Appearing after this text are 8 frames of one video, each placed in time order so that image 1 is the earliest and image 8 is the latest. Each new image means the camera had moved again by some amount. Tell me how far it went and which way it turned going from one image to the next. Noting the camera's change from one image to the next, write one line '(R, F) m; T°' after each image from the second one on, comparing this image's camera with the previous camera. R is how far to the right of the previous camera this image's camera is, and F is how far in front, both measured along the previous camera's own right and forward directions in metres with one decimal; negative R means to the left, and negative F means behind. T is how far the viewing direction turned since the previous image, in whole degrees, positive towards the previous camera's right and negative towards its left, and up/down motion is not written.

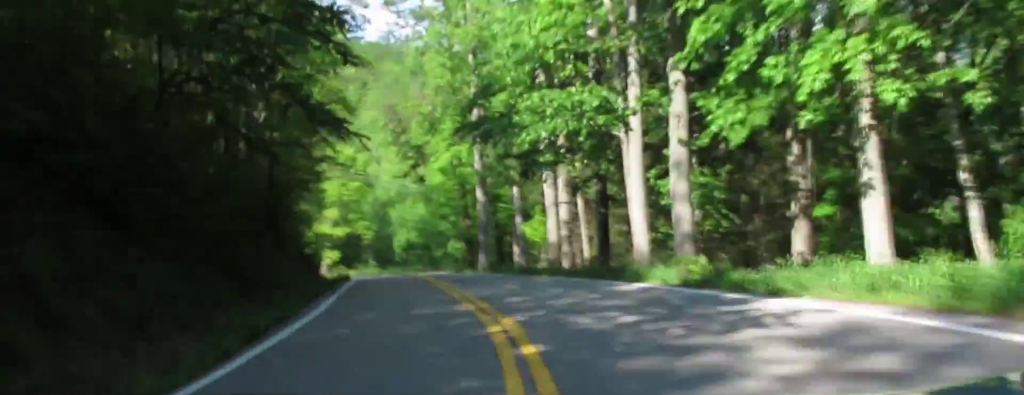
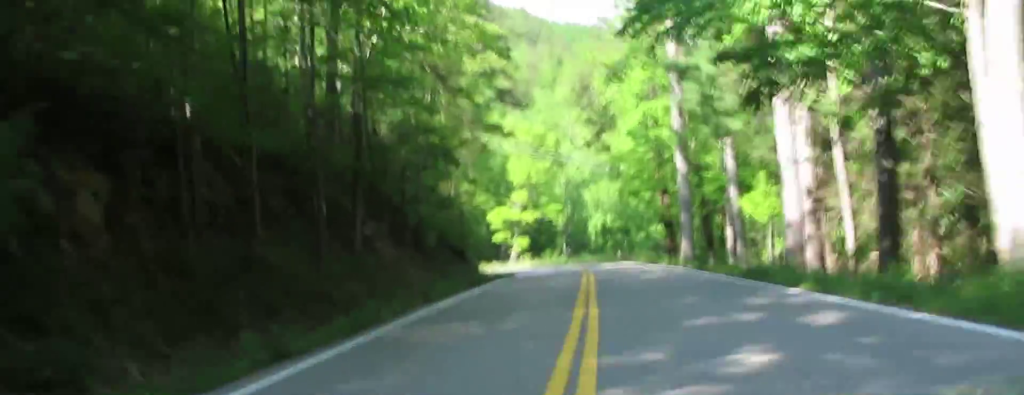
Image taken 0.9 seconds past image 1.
(-1.1, +20.6) m; -4°
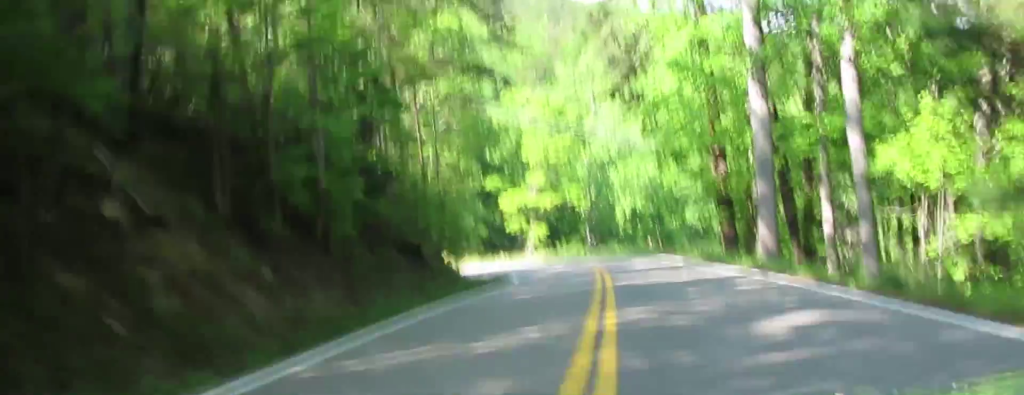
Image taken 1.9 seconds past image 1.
(-0.5, +22.6) m; -1°
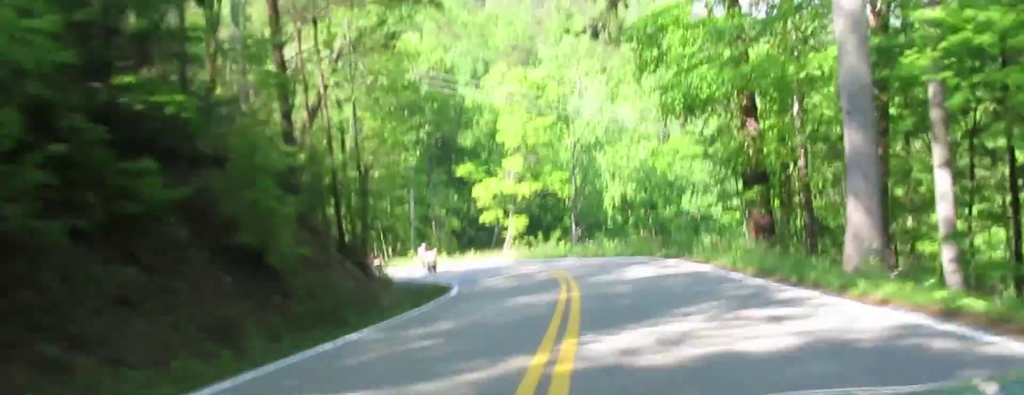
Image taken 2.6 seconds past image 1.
(0.0, +13.9) m; -2°
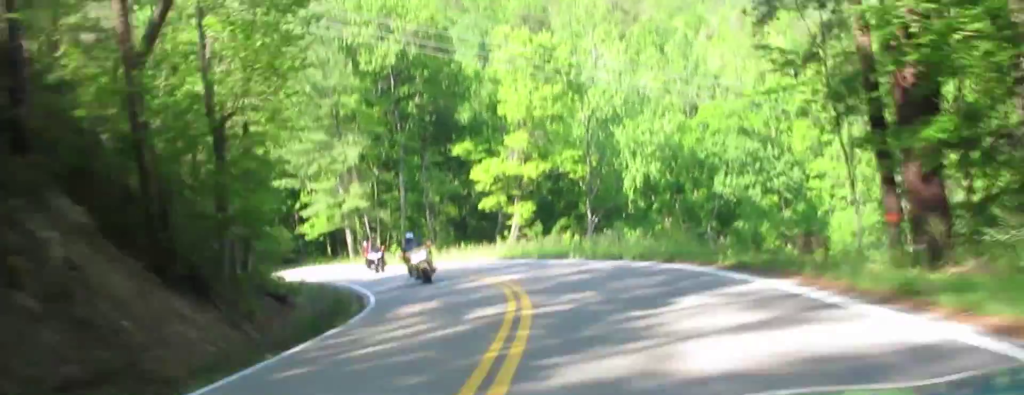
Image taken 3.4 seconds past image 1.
(-0.3, +14.8) m; -5°
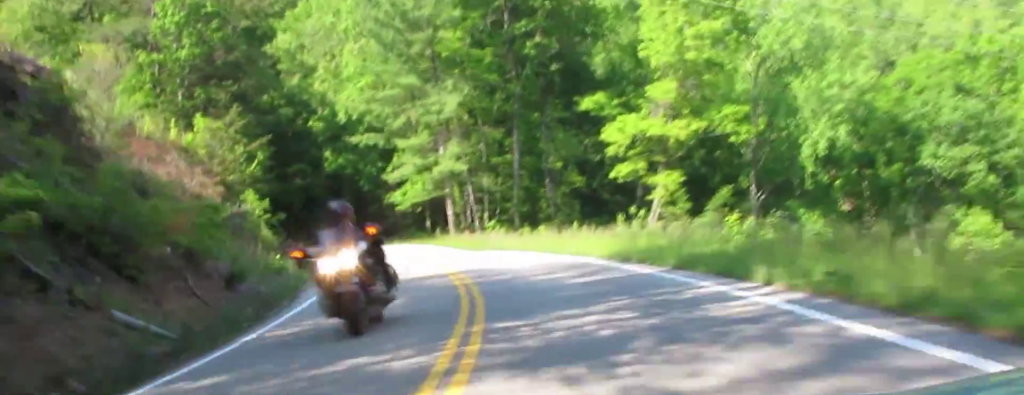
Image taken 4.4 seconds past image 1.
(-1.6, +18.6) m; -9°
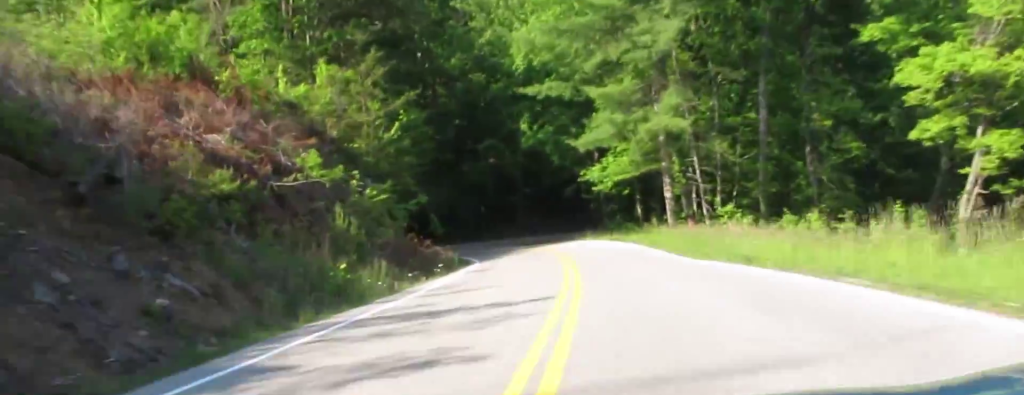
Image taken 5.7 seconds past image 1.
(-1.2, +21.1) m; -5°
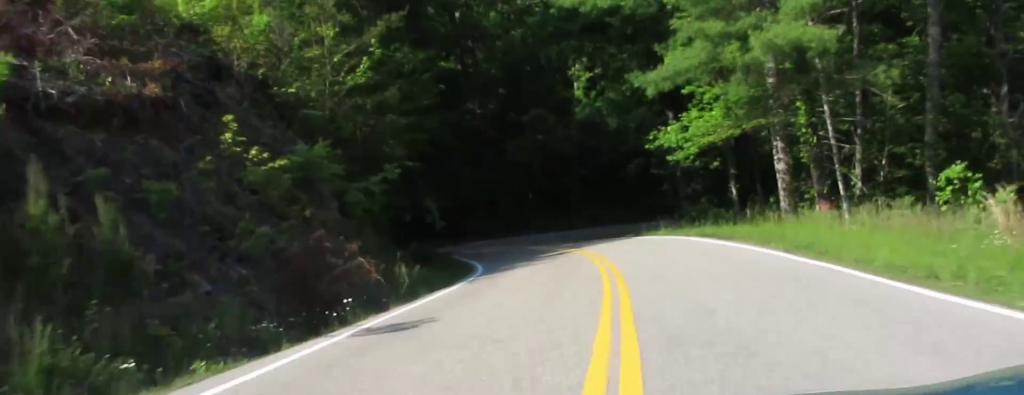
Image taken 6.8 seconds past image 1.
(-0.5, +17.2) m; -3°
